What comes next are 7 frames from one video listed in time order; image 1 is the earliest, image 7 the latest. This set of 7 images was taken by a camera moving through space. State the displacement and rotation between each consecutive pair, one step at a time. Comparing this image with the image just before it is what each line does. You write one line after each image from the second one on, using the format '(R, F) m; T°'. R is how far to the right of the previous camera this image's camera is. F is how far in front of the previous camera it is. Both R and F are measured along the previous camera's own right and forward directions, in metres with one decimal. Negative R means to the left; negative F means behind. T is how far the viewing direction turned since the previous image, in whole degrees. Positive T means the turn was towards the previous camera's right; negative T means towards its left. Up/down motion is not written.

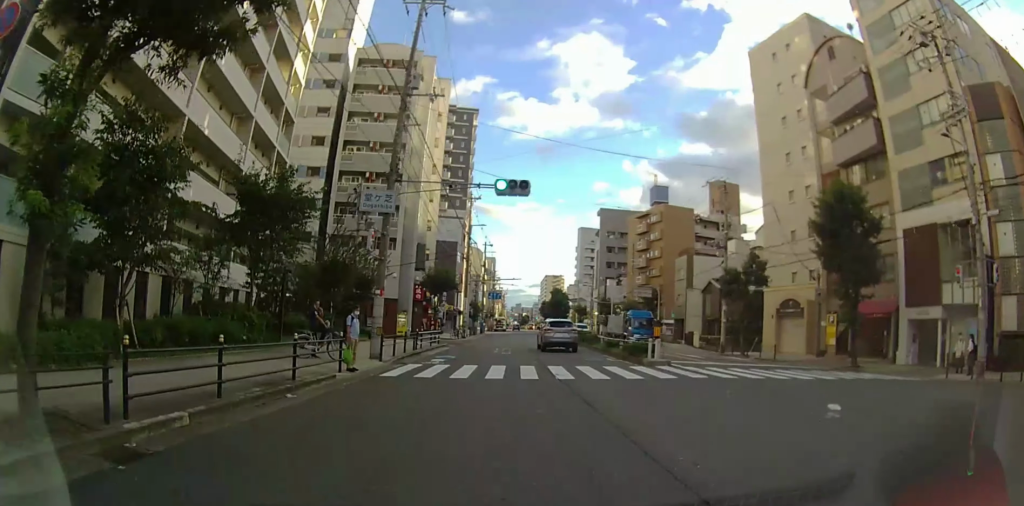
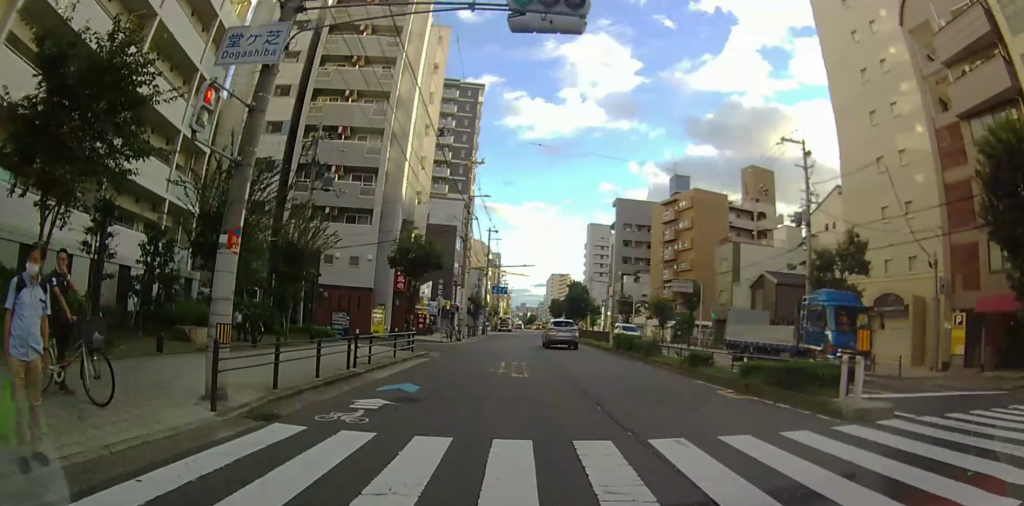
(+0.2, +9.6) m; +1°
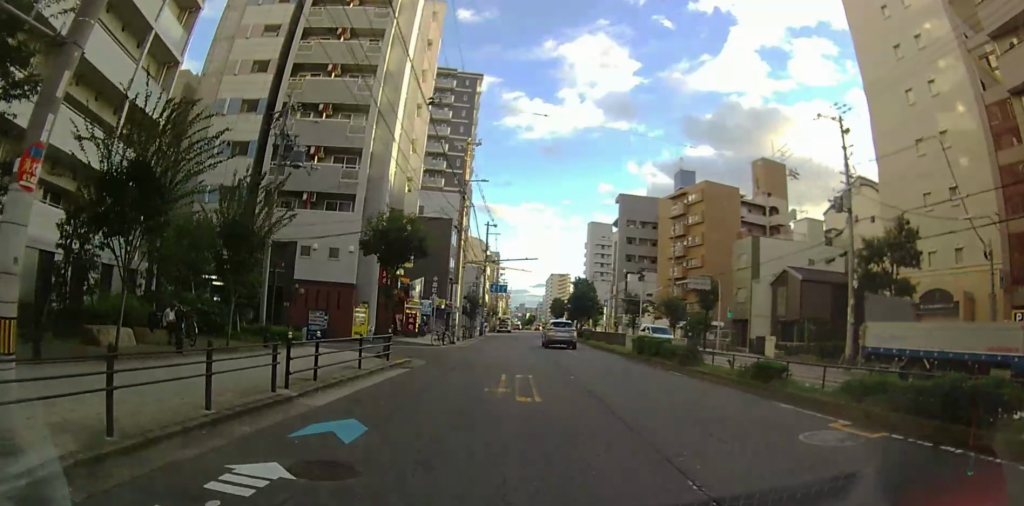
(0.0, +3.8) m; 0°
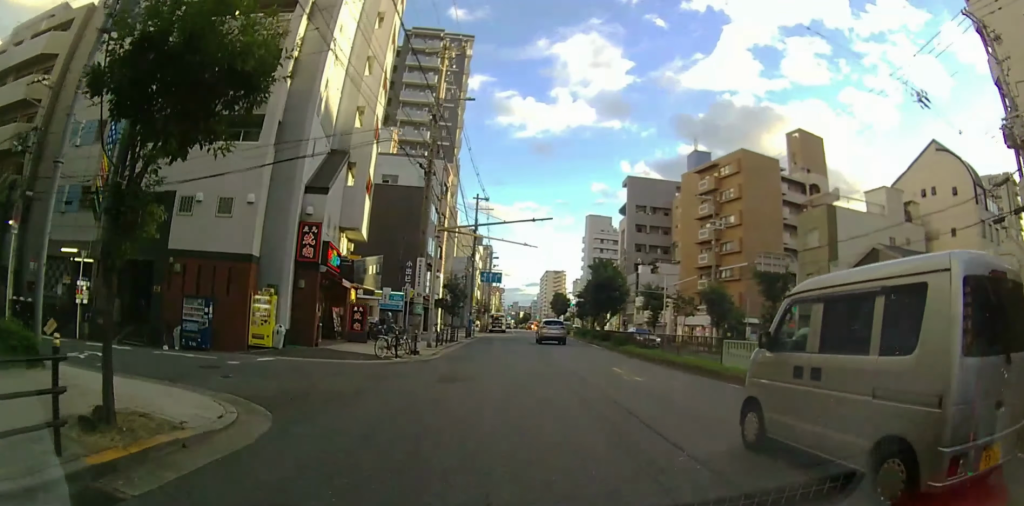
(0.0, +11.1) m; +1°
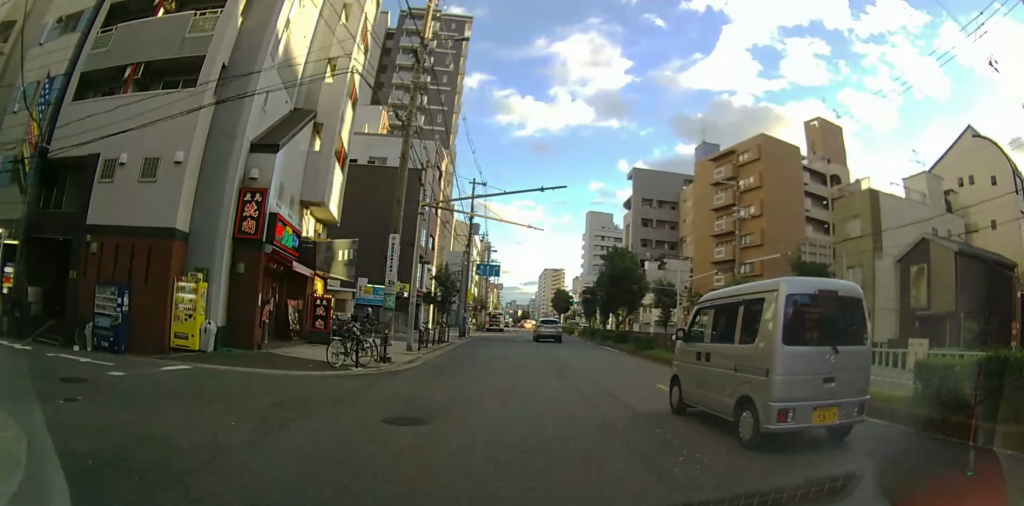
(+0.1, +4.5) m; +1°
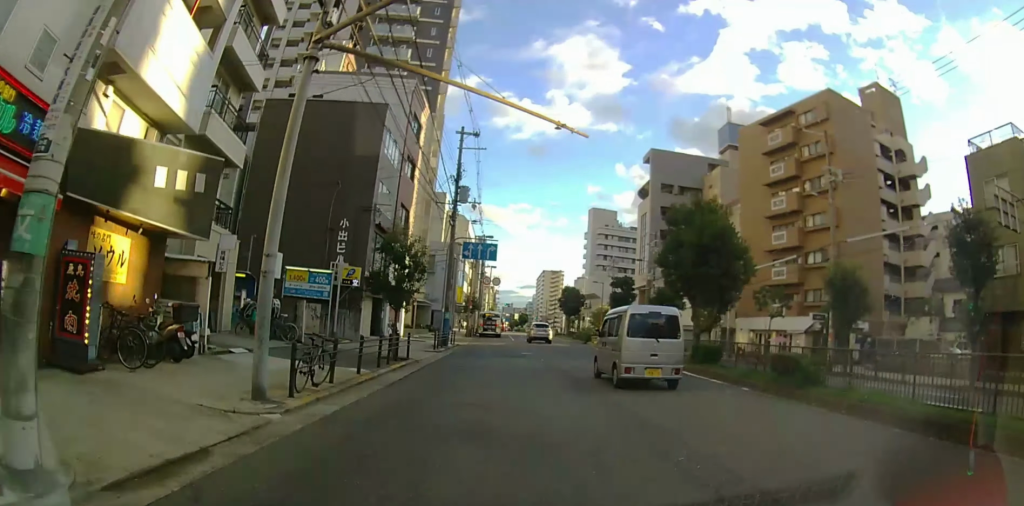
(+0.3, +12.3) m; +1°
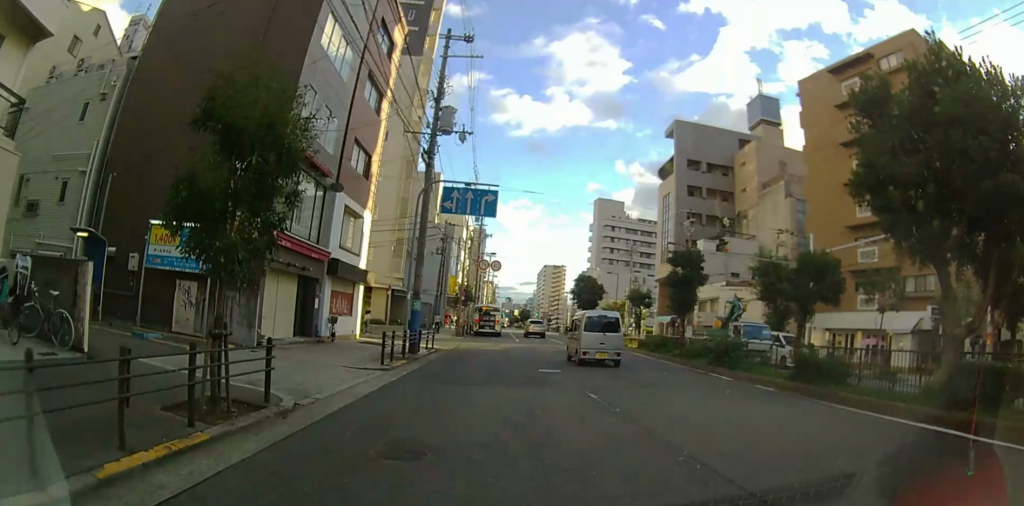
(-0.3, +11.5) m; -1°
